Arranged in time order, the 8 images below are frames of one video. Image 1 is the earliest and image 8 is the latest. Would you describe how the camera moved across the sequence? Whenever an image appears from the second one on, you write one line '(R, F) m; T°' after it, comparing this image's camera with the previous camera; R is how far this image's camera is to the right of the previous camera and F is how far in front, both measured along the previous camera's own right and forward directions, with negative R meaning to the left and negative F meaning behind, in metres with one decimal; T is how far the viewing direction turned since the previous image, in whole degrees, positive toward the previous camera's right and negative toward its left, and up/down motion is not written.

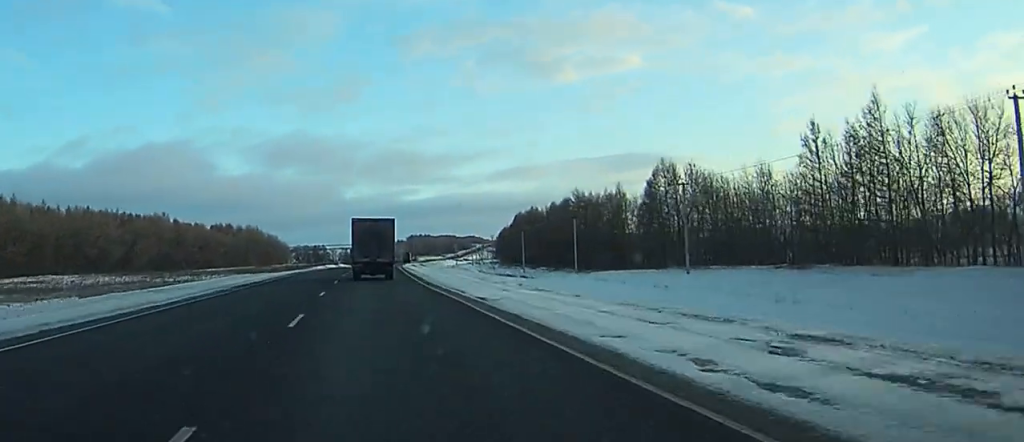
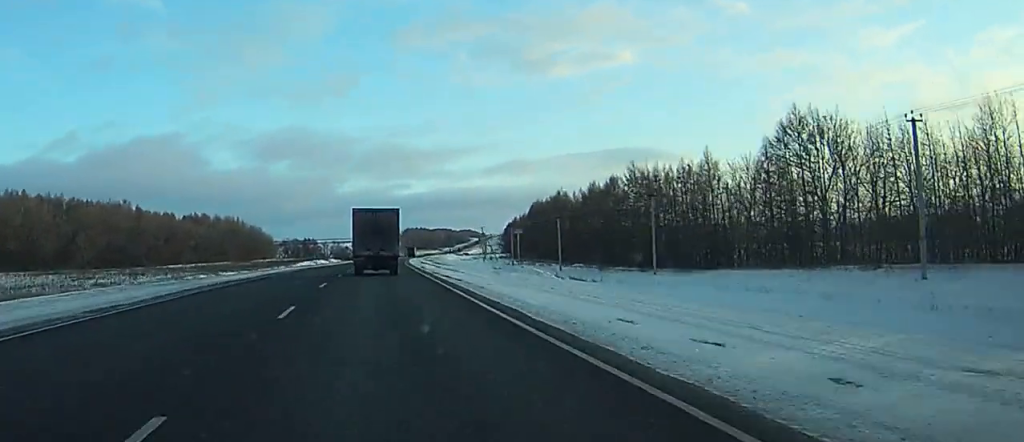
(+0.1, +36.3) m; 0°
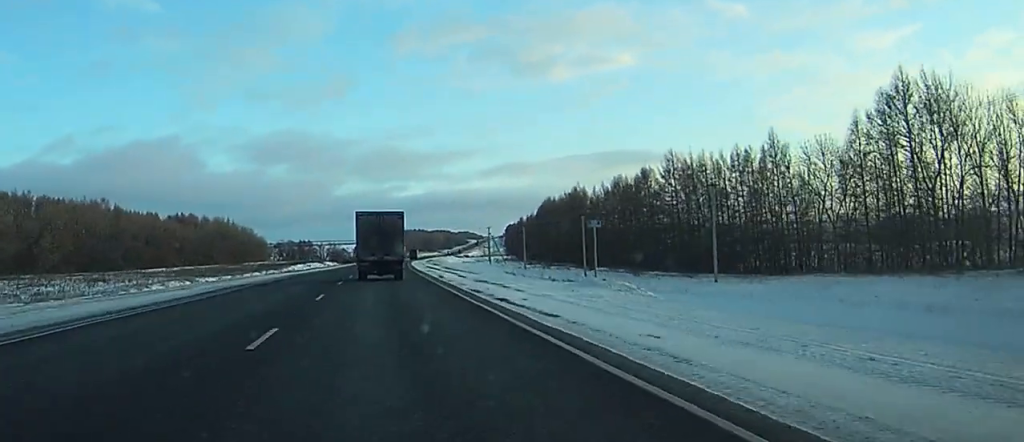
(+0.1, +16.5) m; 0°
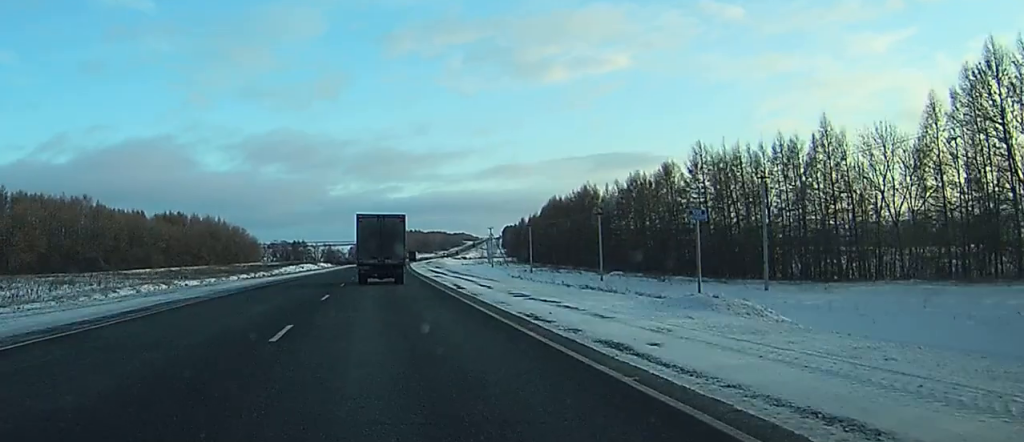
(0.0, +10.4) m; 0°
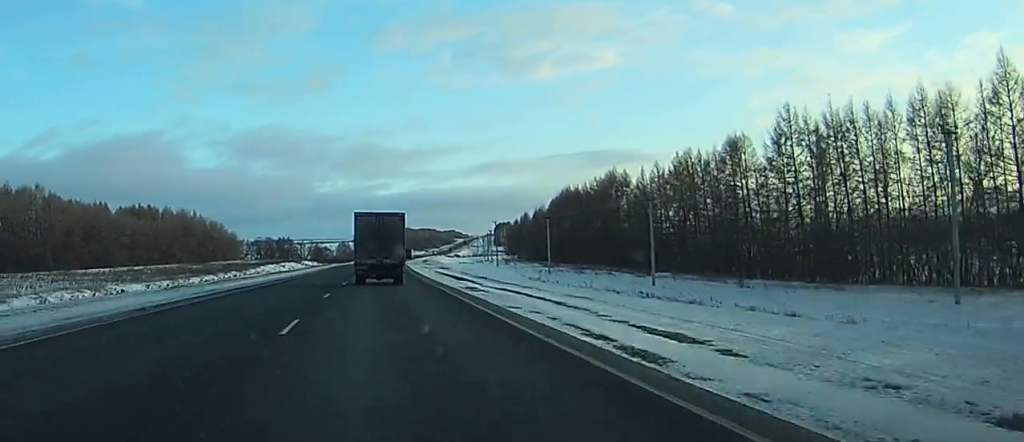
(+0.1, +23.2) m; +1°
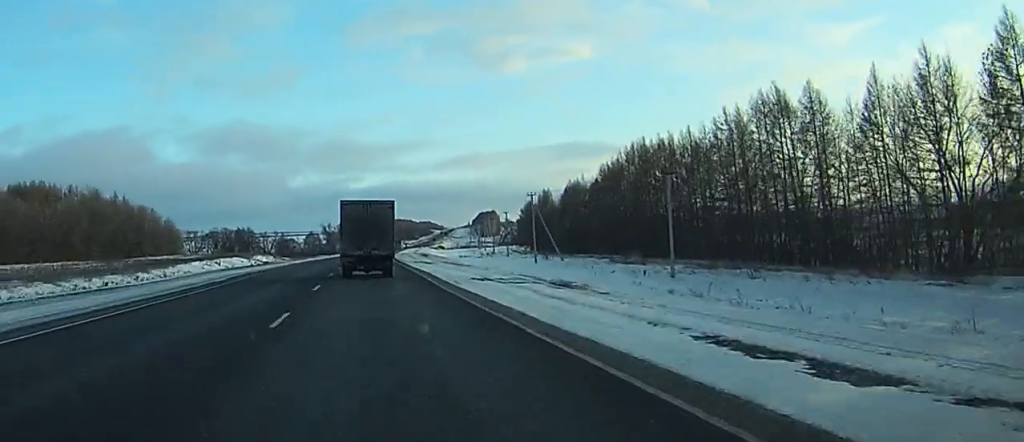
(+1.0, +60.3) m; +1°
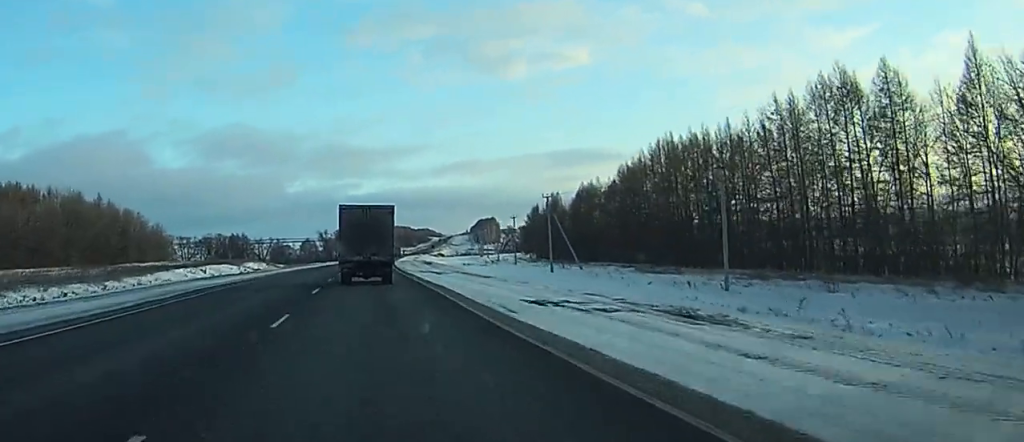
(0.0, +11.0) m; 0°
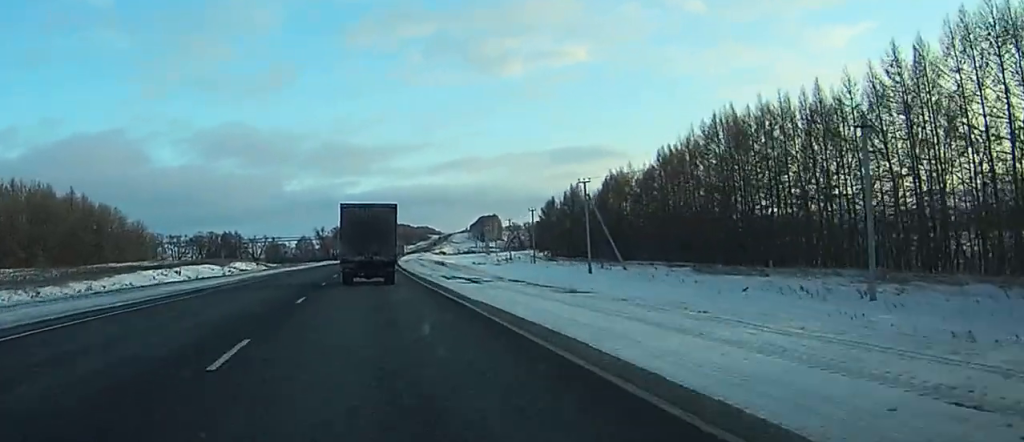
(0.0, +17.7) m; 0°
